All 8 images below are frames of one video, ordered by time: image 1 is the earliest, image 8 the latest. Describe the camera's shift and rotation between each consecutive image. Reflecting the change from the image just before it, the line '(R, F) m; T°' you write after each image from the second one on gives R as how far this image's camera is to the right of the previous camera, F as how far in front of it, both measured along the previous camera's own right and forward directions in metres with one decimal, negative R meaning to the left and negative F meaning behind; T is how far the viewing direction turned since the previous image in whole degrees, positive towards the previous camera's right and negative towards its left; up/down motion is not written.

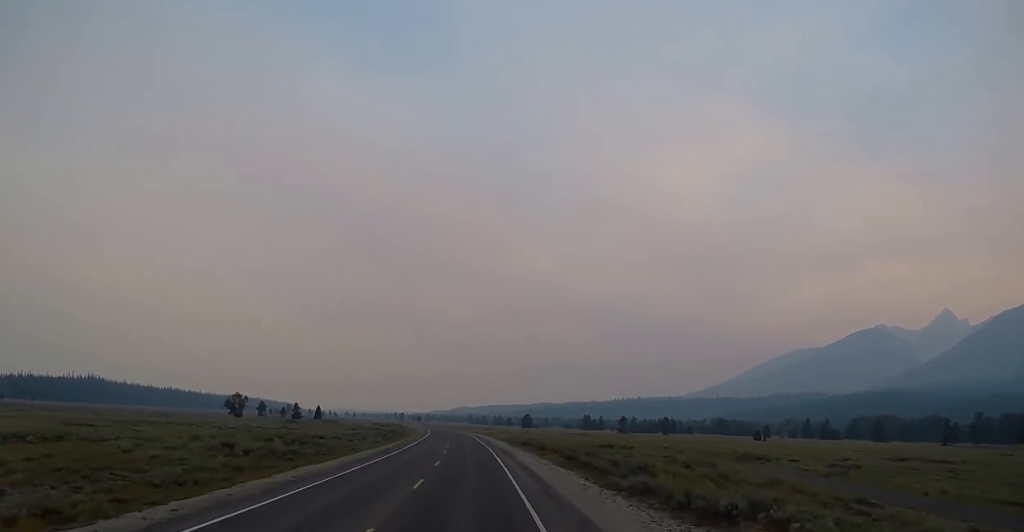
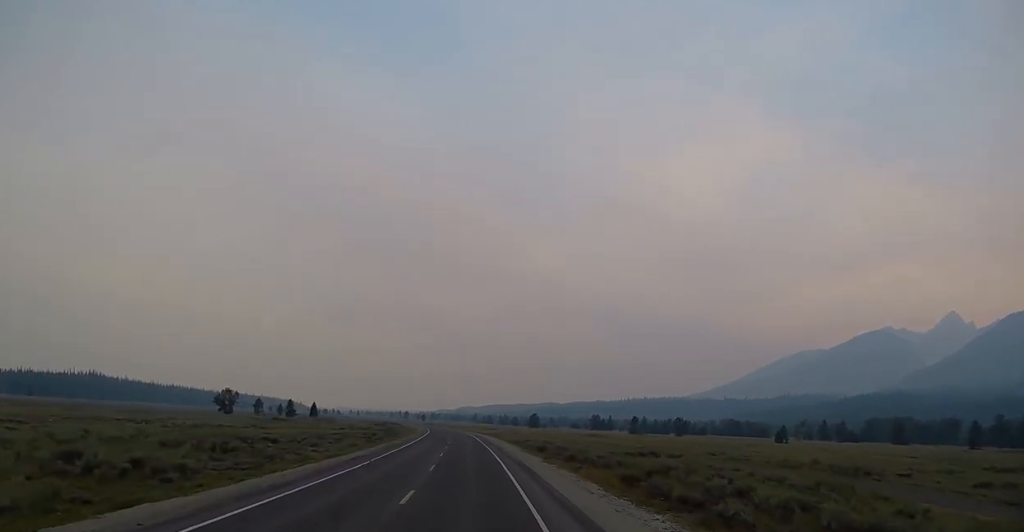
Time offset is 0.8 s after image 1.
(-0.3, +17.9) m; -1°
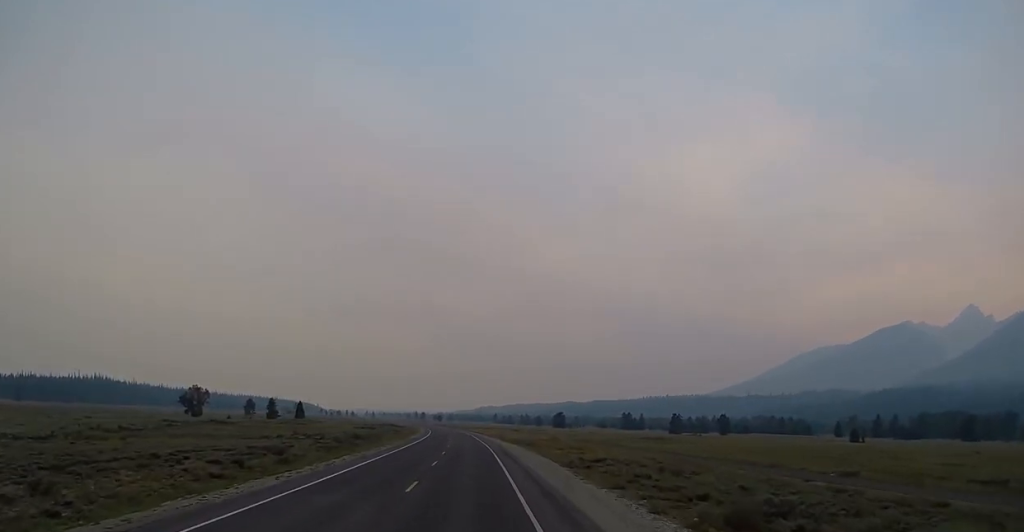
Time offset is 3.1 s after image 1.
(+0.1, +44.8) m; 0°
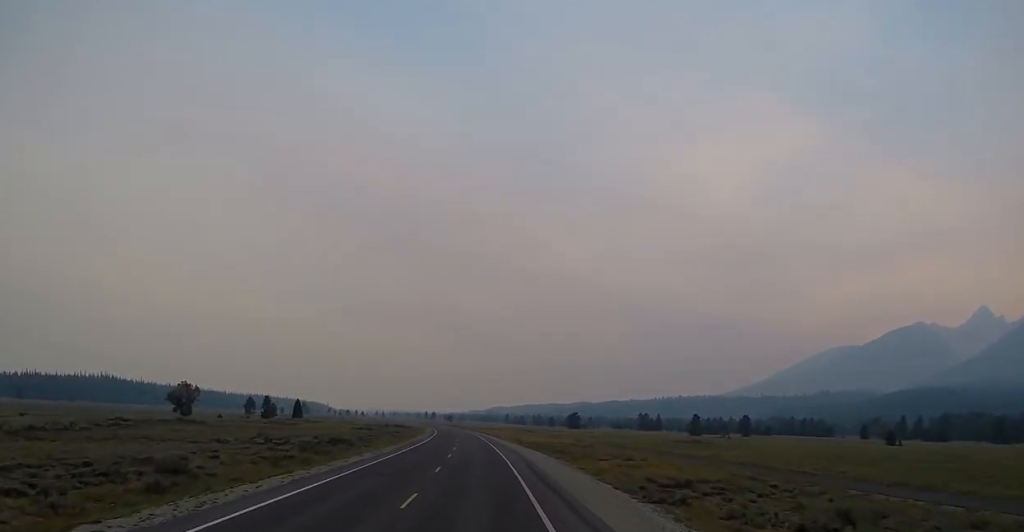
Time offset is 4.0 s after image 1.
(-0.1, +16.0) m; -1°
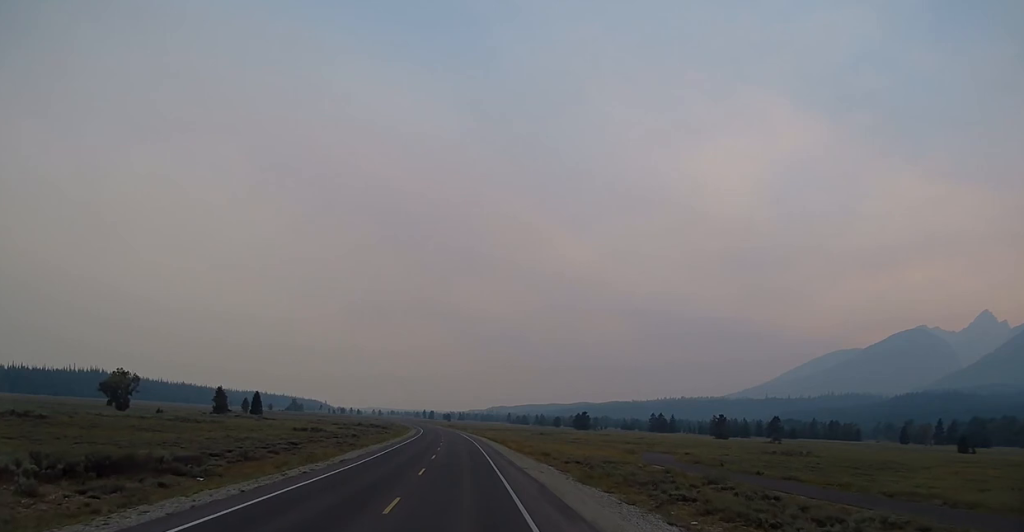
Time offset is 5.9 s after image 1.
(-0.9, +38.5) m; -2°
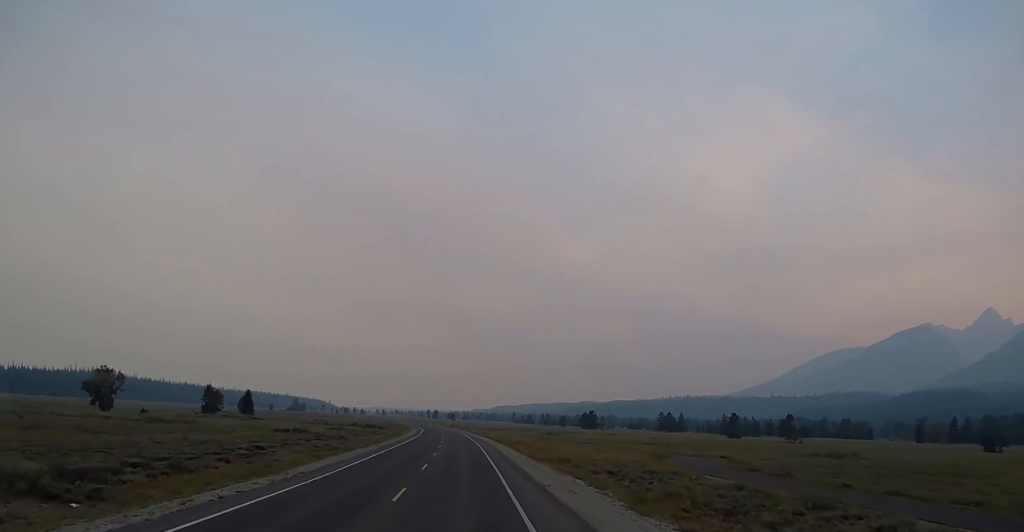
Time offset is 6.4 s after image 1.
(0.0, +9.5) m; 0°
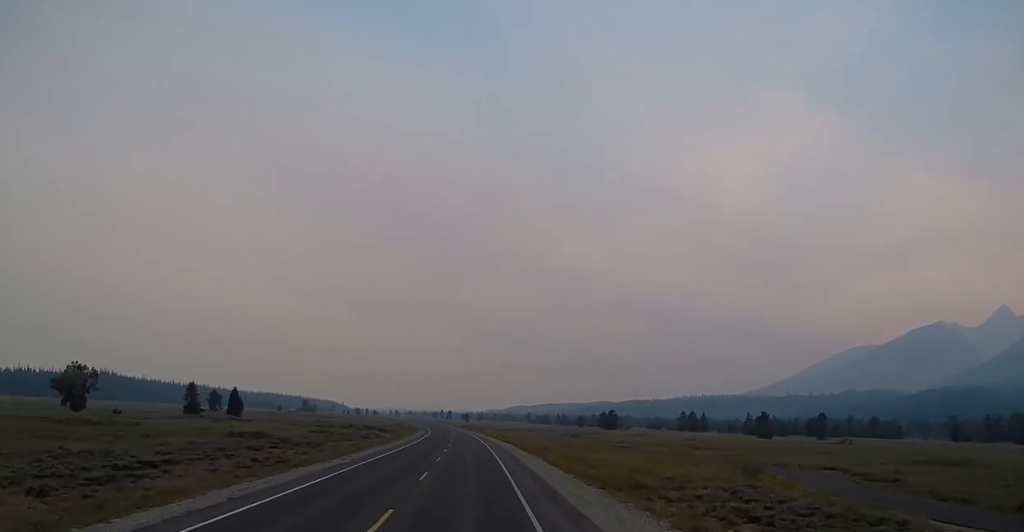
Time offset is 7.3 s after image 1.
(0.0, +17.4) m; 0°
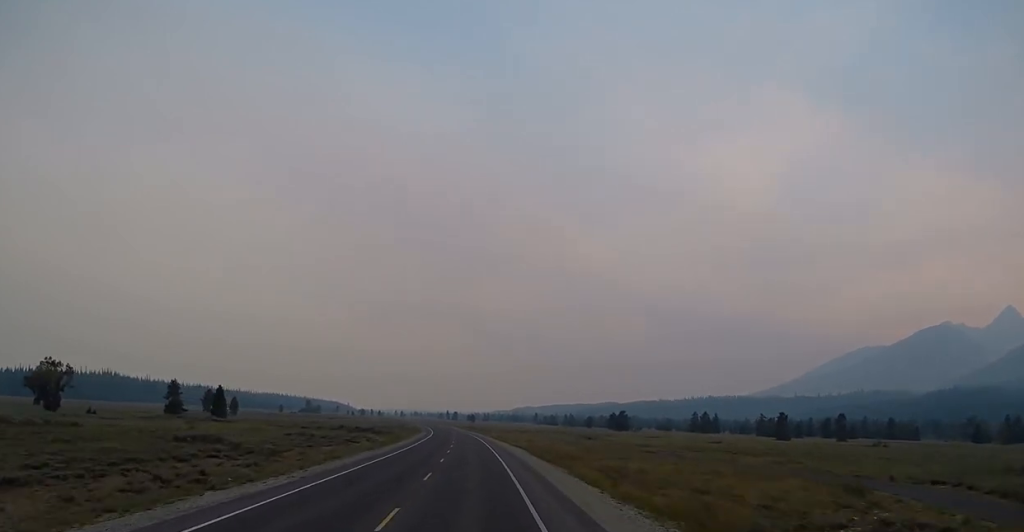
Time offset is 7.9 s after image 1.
(0.0, +11.7) m; 0°
